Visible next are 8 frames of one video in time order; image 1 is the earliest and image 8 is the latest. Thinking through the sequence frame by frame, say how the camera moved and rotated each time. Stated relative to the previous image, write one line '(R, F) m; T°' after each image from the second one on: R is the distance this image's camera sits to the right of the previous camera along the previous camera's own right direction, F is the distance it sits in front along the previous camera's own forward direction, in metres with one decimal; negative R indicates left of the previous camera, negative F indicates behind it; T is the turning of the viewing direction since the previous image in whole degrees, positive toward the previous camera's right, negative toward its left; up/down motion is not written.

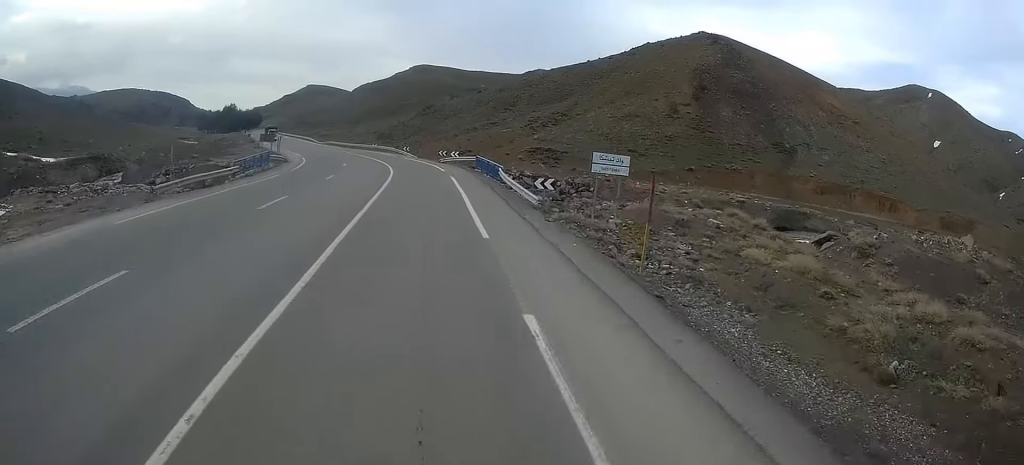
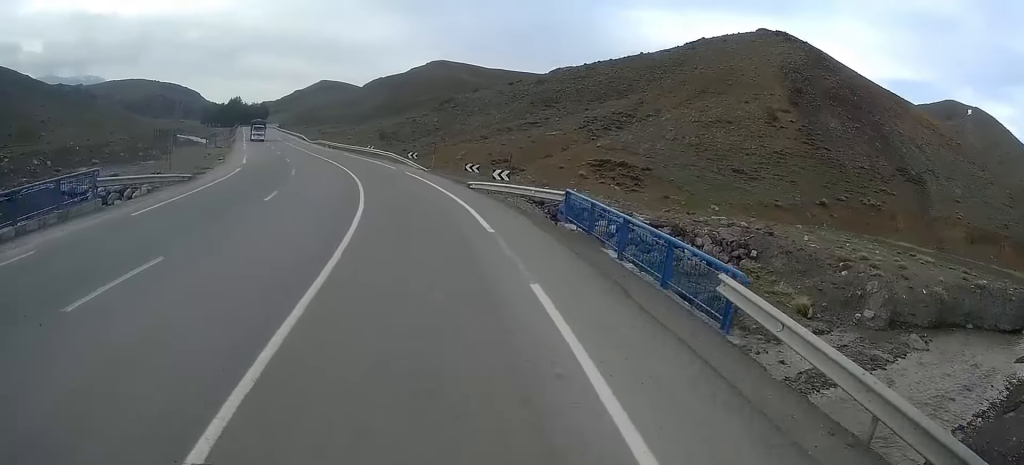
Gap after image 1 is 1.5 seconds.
(-0.6, +25.8) m; -4°
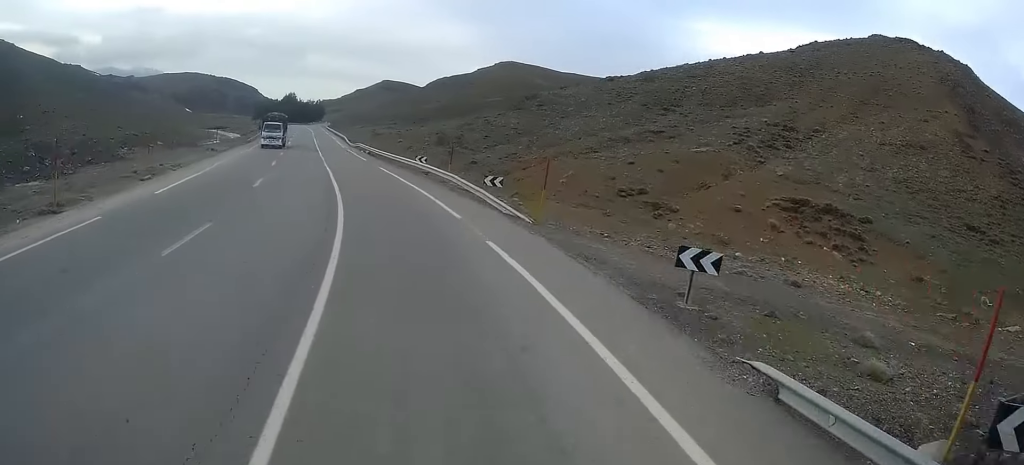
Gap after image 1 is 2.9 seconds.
(-1.3, +23.2) m; -7°
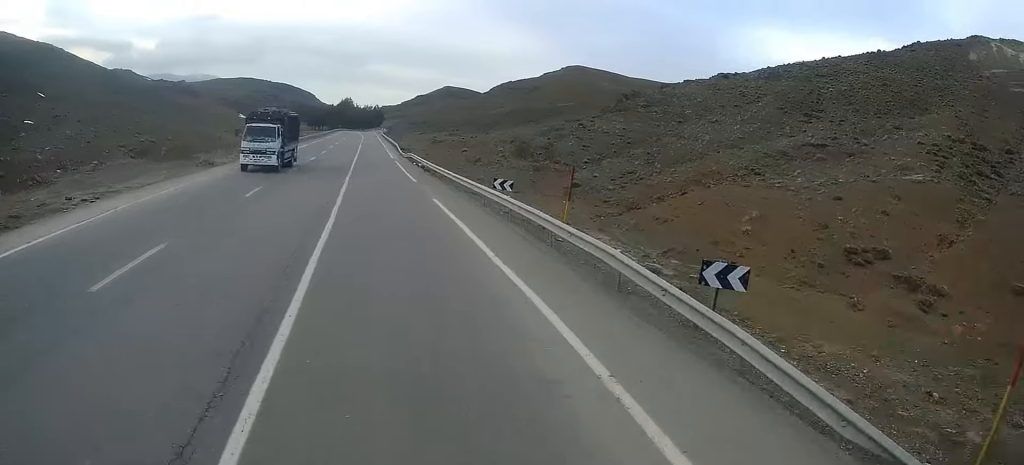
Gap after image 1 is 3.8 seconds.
(-0.8, +16.6) m; -5°
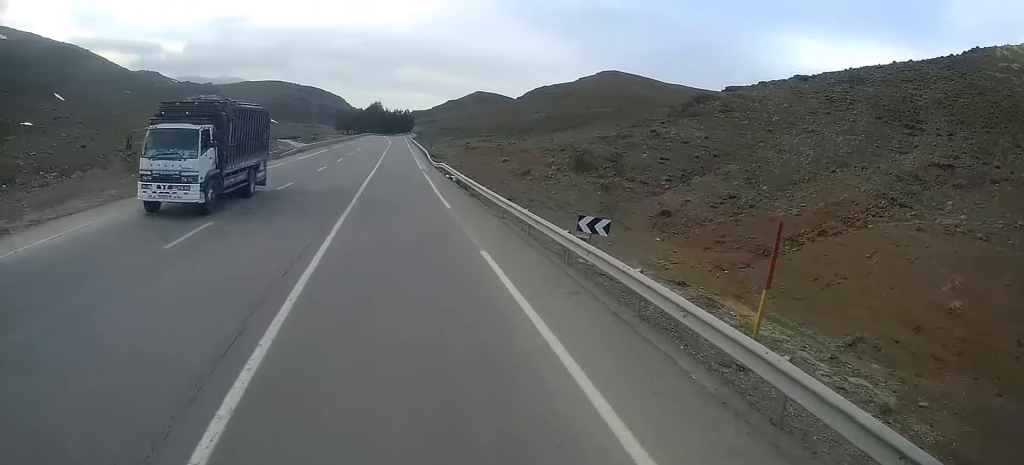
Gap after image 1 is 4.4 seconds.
(-0.3, +9.8) m; -2°
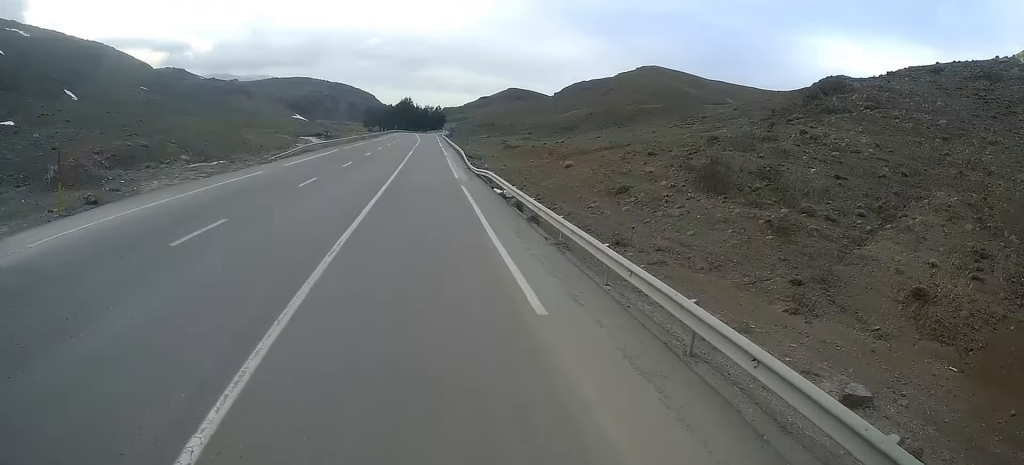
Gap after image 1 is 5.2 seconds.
(-0.2, +14.1) m; -1°
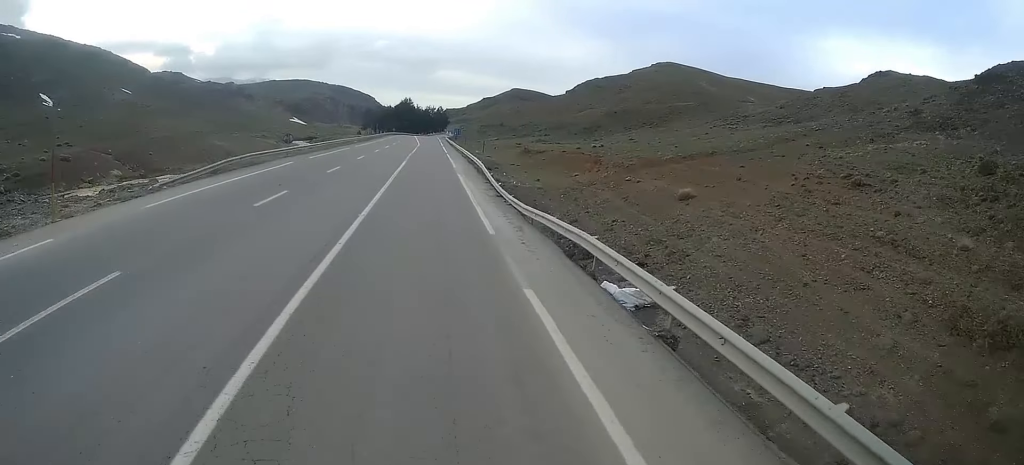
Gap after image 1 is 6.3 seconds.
(-0.3, +20.0) m; 0°
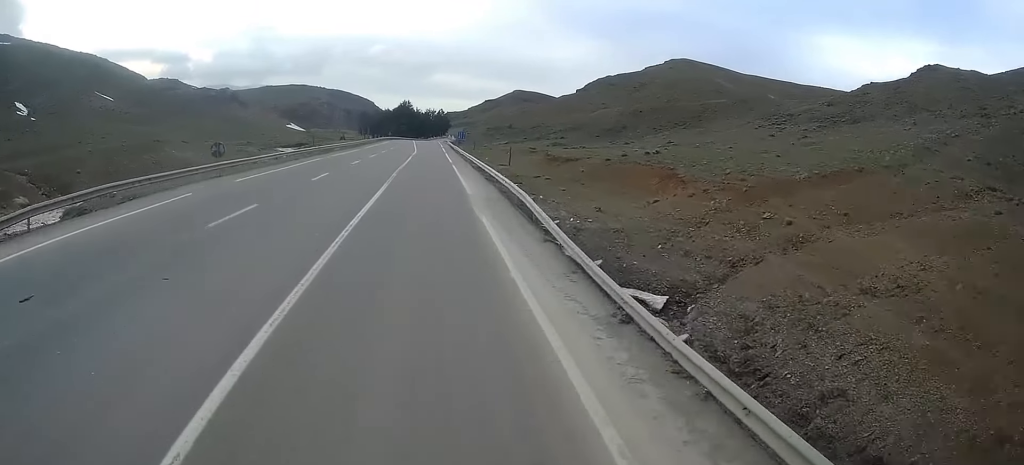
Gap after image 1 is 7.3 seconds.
(+0.1, +17.5) m; +1°
